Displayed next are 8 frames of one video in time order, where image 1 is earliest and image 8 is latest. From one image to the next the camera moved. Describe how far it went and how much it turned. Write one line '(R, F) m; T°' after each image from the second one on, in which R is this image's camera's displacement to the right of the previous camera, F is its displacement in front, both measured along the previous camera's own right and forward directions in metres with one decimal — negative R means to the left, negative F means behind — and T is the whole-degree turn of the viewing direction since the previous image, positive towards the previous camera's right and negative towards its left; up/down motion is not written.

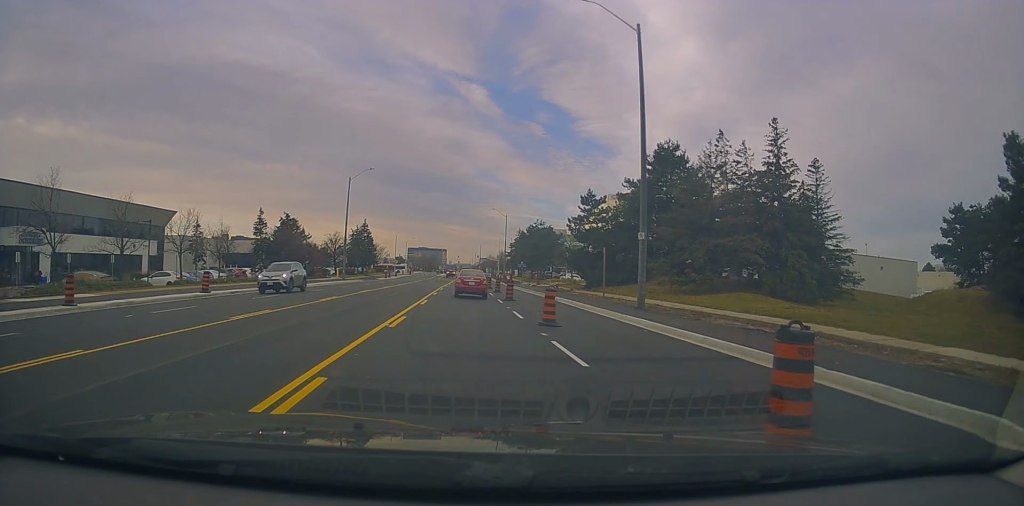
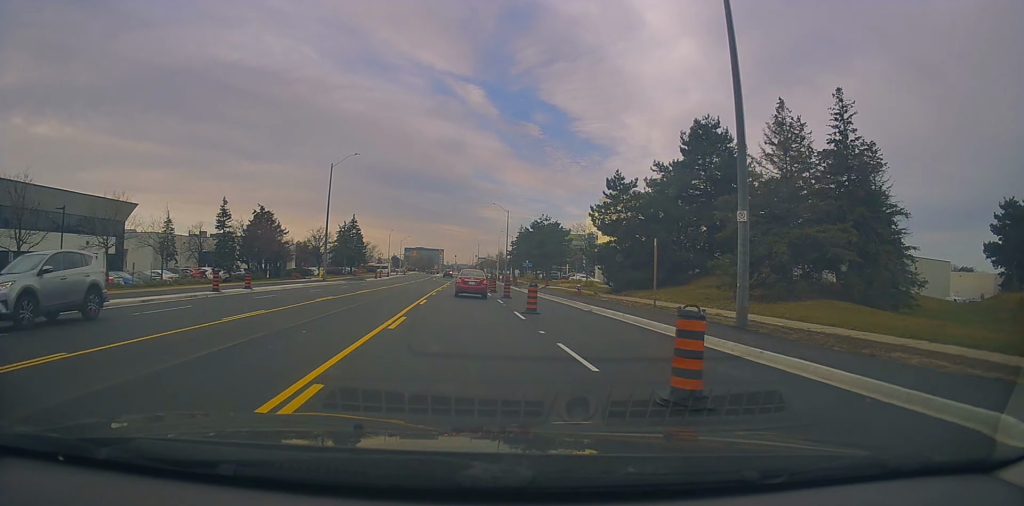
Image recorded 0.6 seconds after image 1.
(+0.2, +9.4) m; 0°
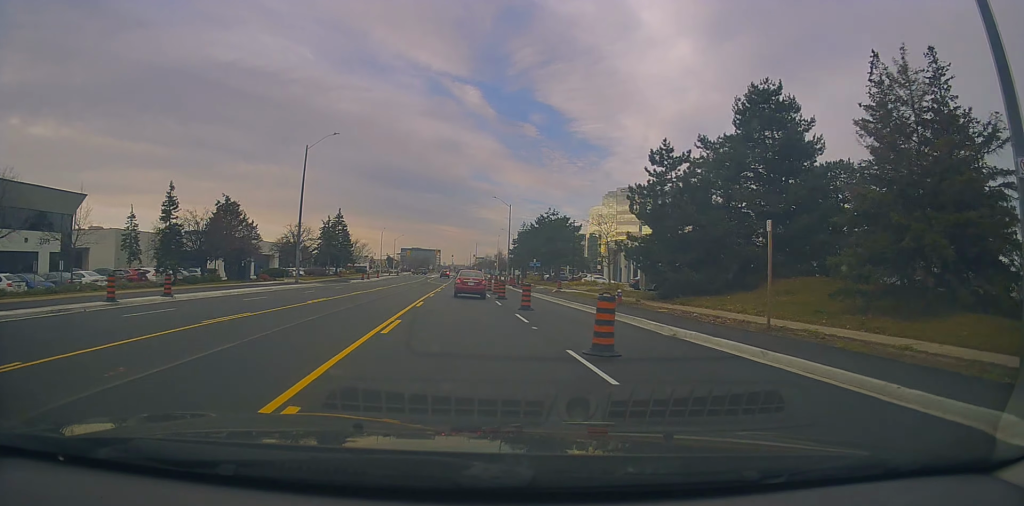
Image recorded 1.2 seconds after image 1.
(-0.2, +9.6) m; 0°
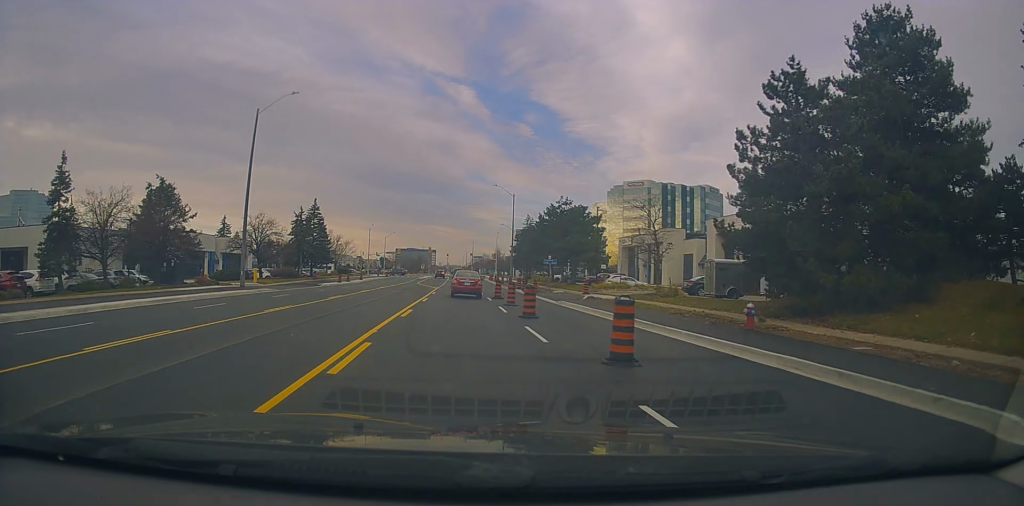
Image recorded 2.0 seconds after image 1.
(0.0, +13.6) m; 0°
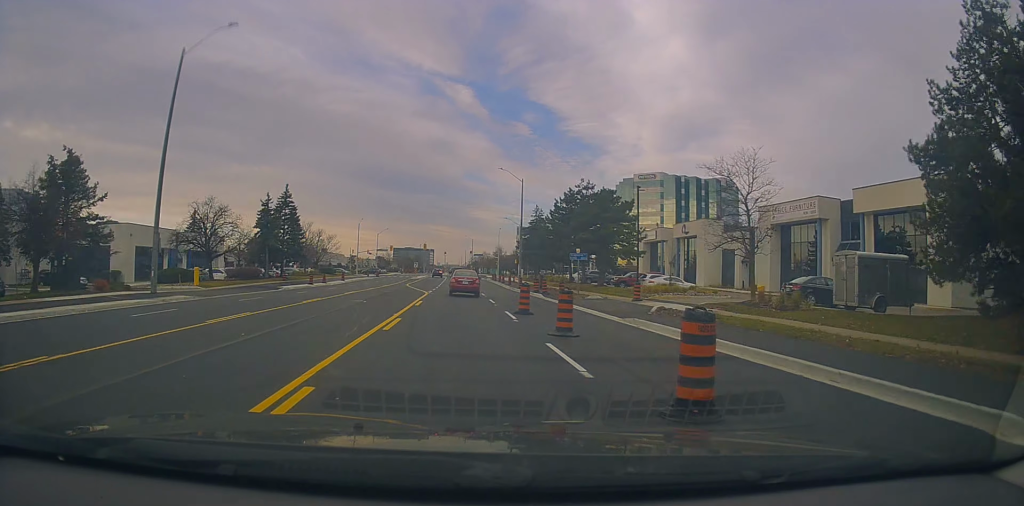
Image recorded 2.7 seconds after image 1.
(+0.2, +12.5) m; +1°
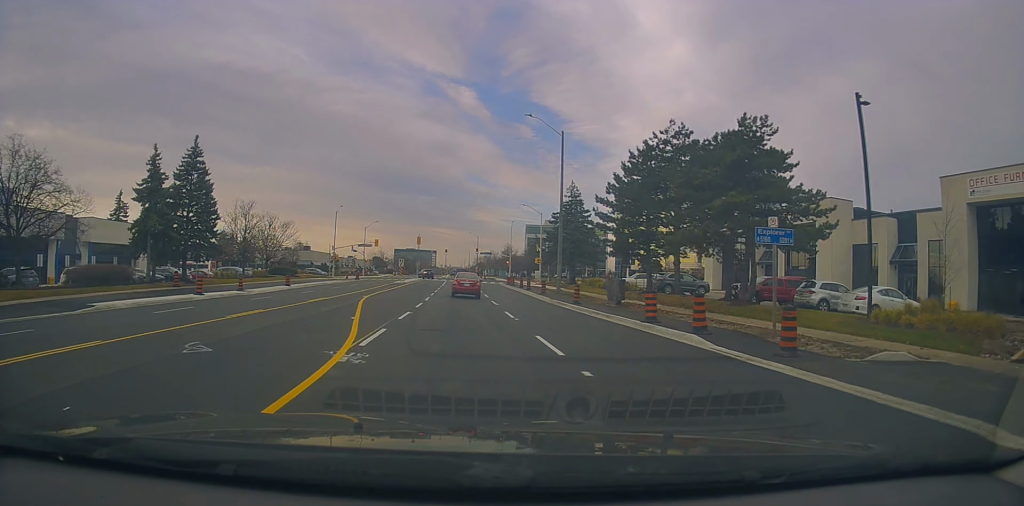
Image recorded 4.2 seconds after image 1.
(0.0, +24.9) m; -1°
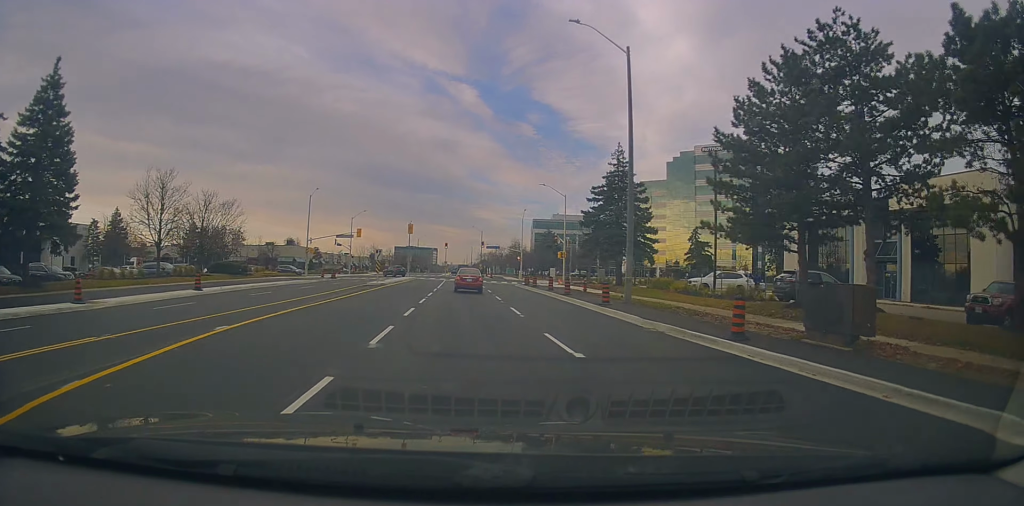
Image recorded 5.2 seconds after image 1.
(-0.2, +17.4) m; -1°
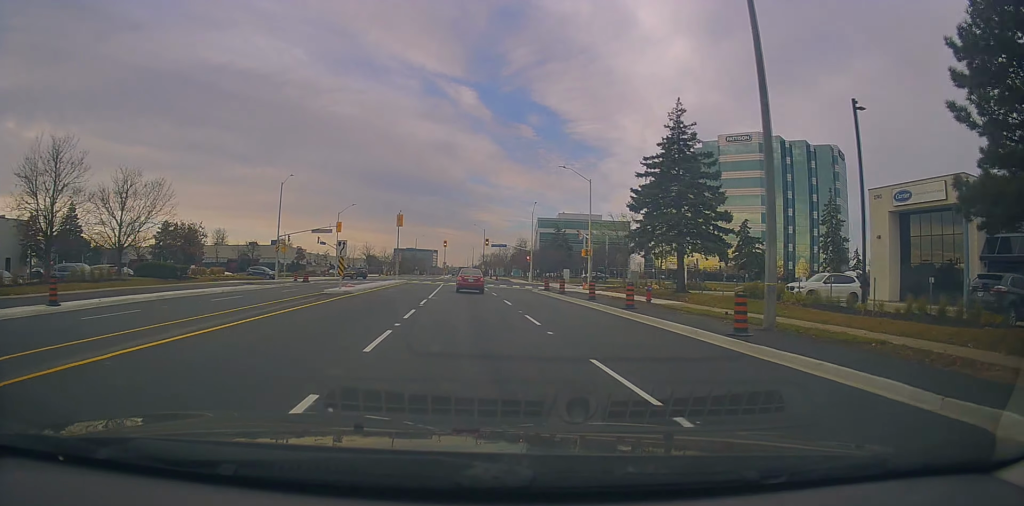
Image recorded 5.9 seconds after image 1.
(0.0, +12.1) m; 0°
